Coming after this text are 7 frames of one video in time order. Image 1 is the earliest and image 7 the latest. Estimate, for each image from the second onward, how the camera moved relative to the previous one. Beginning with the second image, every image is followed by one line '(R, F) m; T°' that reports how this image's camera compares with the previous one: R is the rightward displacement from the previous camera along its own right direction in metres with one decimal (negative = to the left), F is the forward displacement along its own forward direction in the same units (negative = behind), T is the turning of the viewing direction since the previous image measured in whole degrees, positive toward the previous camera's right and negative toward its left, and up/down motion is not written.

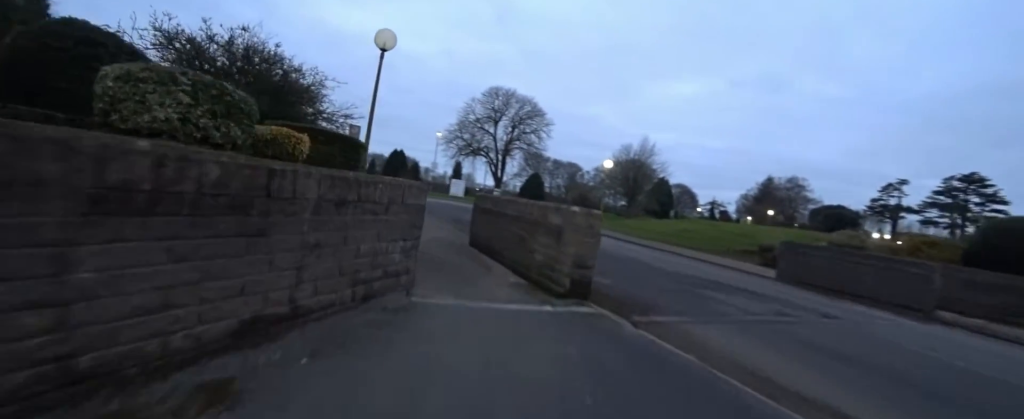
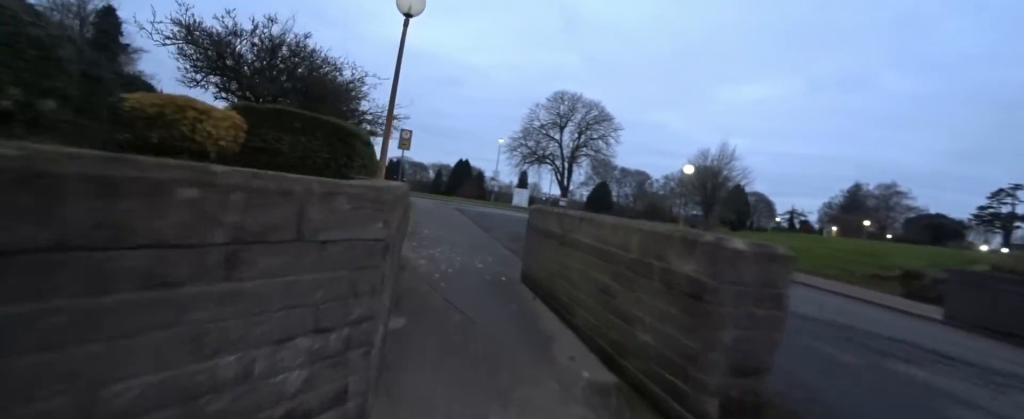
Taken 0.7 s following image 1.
(-0.2, +2.2) m; -12°
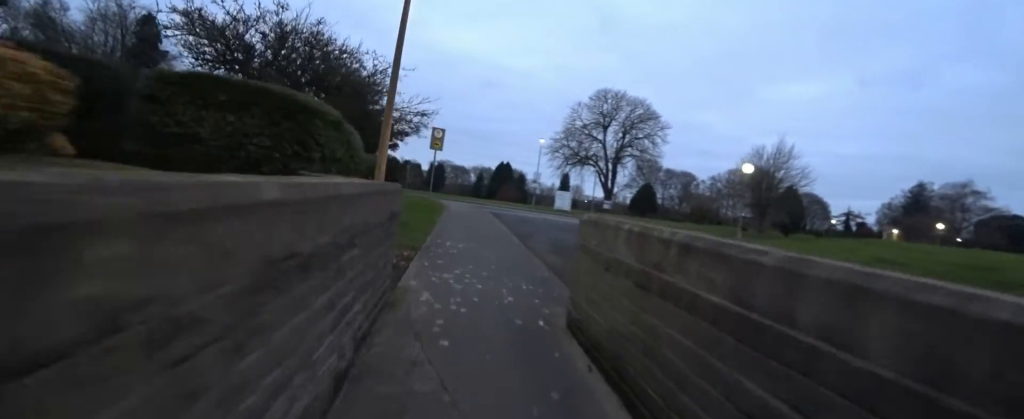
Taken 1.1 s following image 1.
(-0.4, +1.7) m; -9°
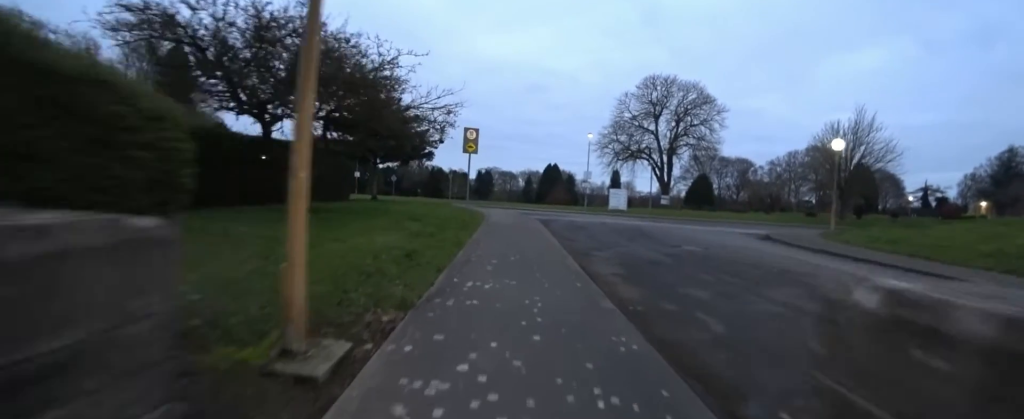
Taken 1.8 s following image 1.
(-0.2, +2.8) m; -5°
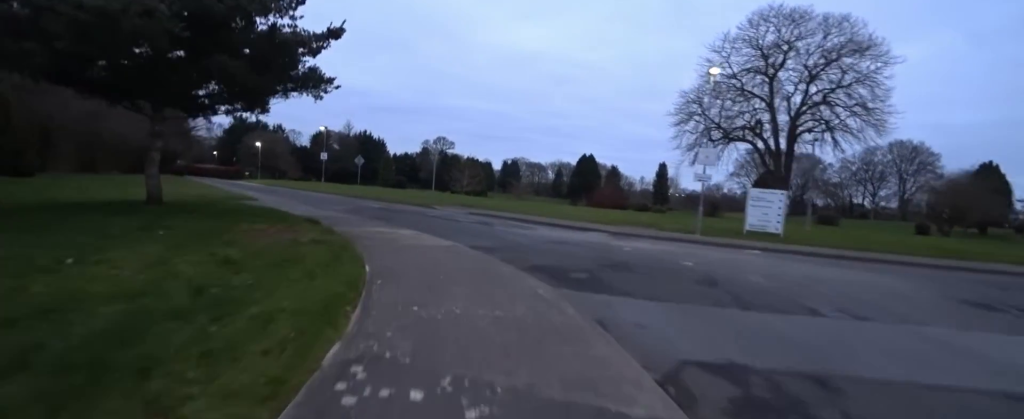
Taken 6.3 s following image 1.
(-2.8, +17.5) m; -20°
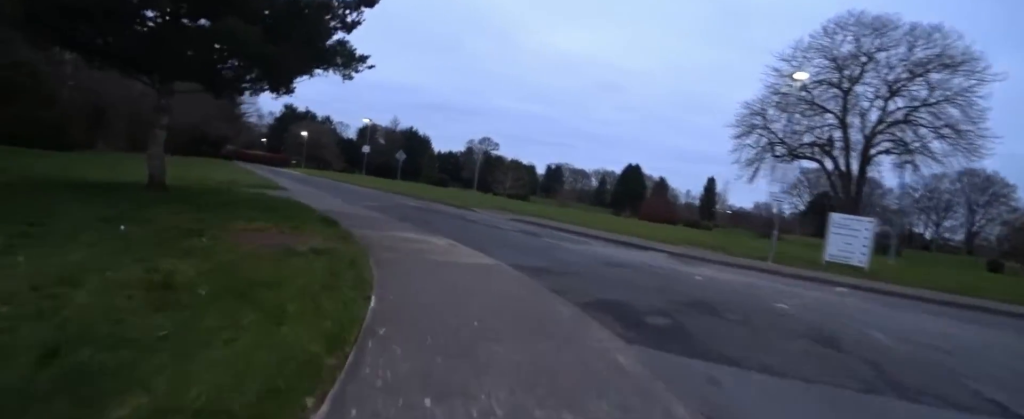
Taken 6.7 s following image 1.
(0.0, +1.7) m; -5°
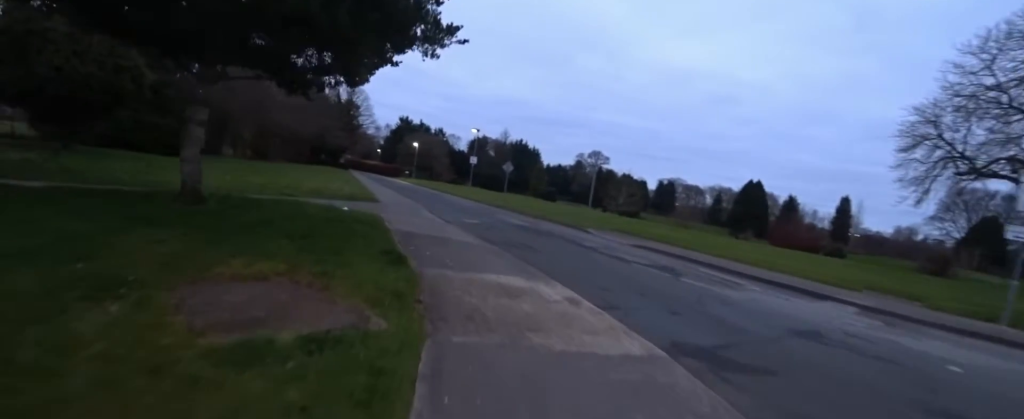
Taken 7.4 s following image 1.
(+0.1, +2.8) m; -10°
